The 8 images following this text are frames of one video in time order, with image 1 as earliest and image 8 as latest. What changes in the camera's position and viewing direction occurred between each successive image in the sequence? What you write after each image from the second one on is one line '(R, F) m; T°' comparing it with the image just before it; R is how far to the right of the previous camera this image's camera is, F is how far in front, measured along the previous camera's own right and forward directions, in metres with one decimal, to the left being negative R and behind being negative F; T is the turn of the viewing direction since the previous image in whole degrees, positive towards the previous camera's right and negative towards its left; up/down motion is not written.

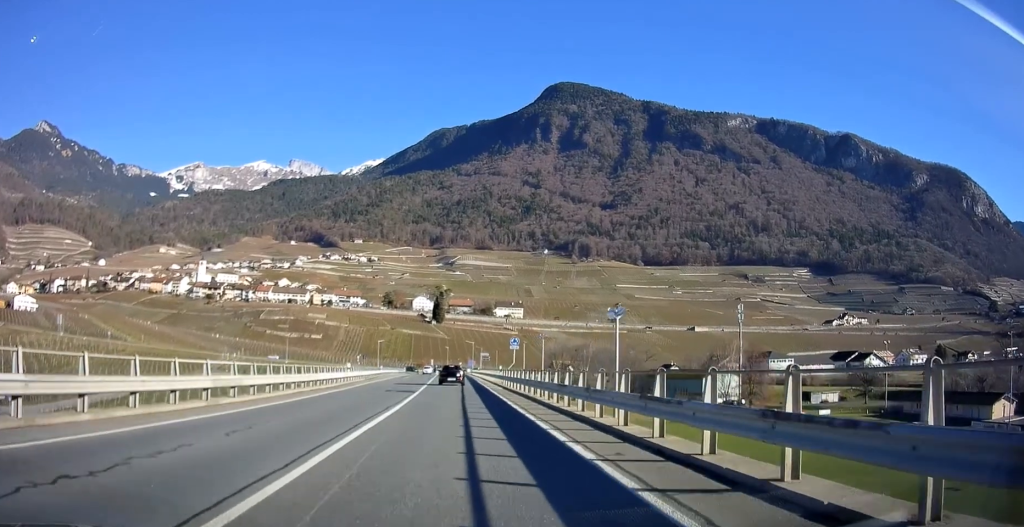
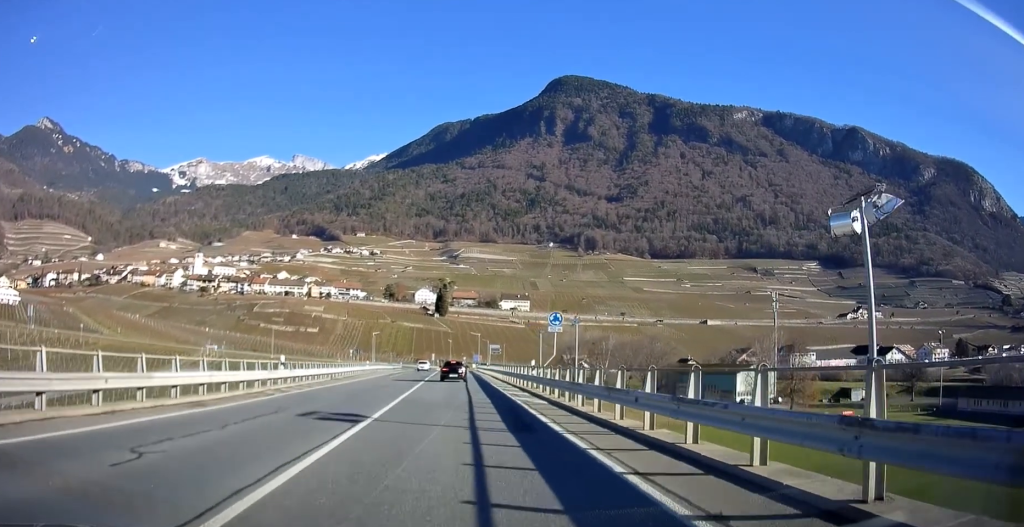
(-0.1, +17.2) m; 0°
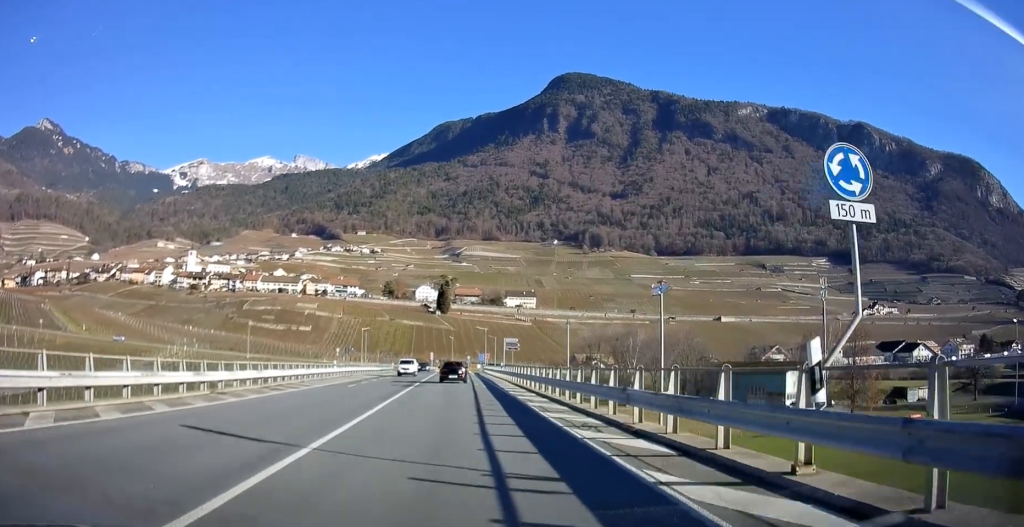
(0.0, +20.6) m; 0°
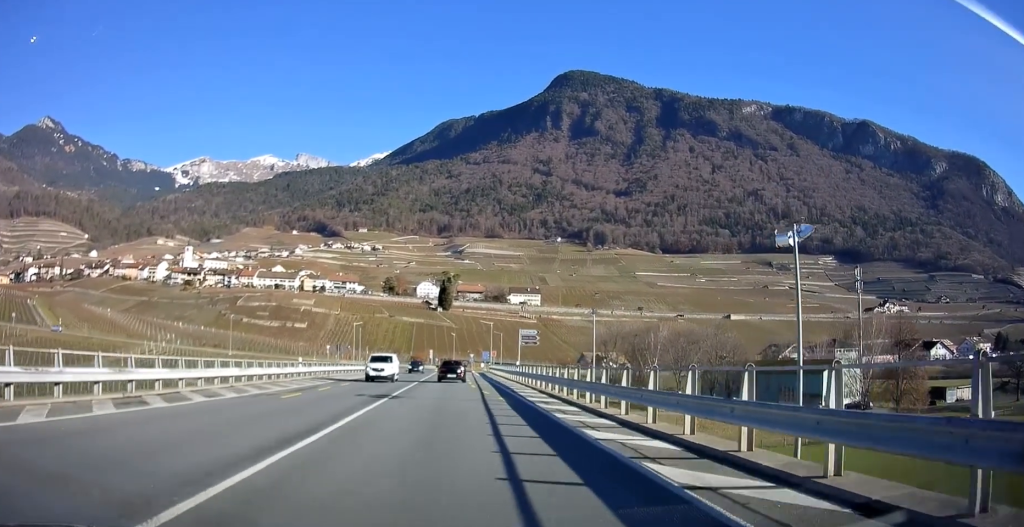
(0.0, +12.5) m; 0°
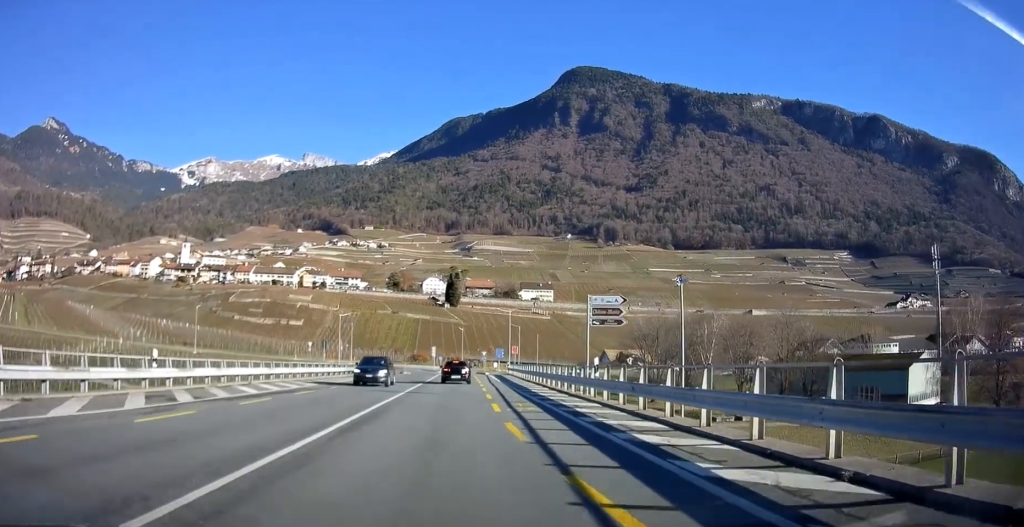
(-0.2, +21.3) m; -1°
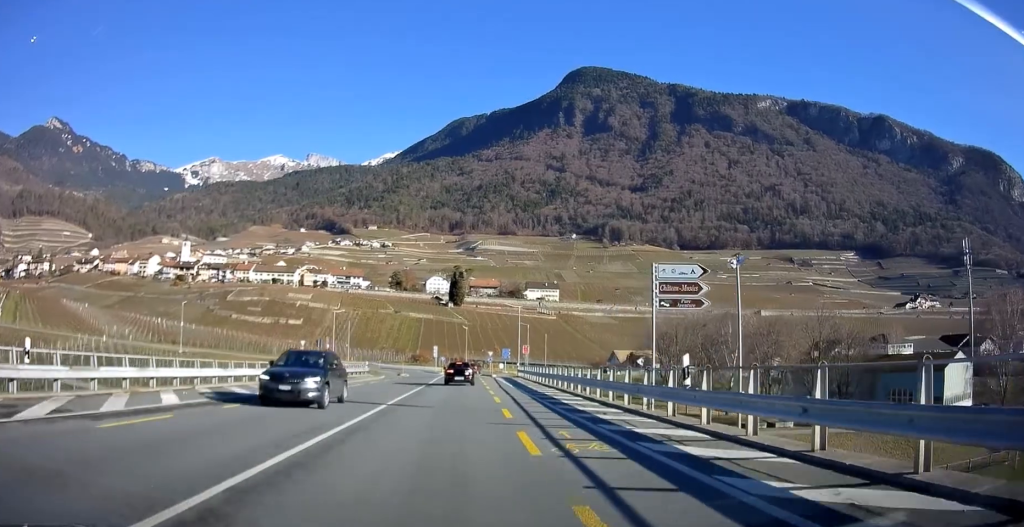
(0.0, +7.1) m; 0°
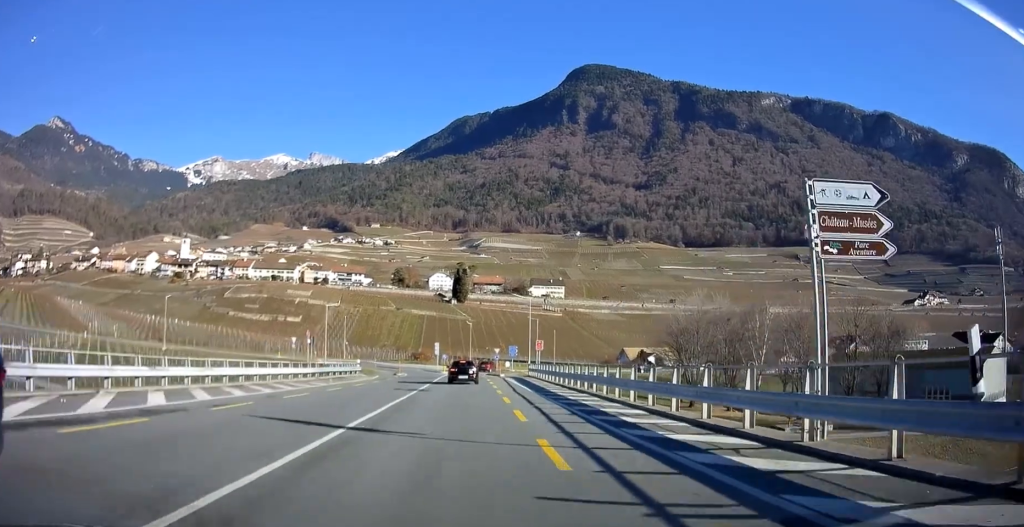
(0.0, +7.1) m; 0°
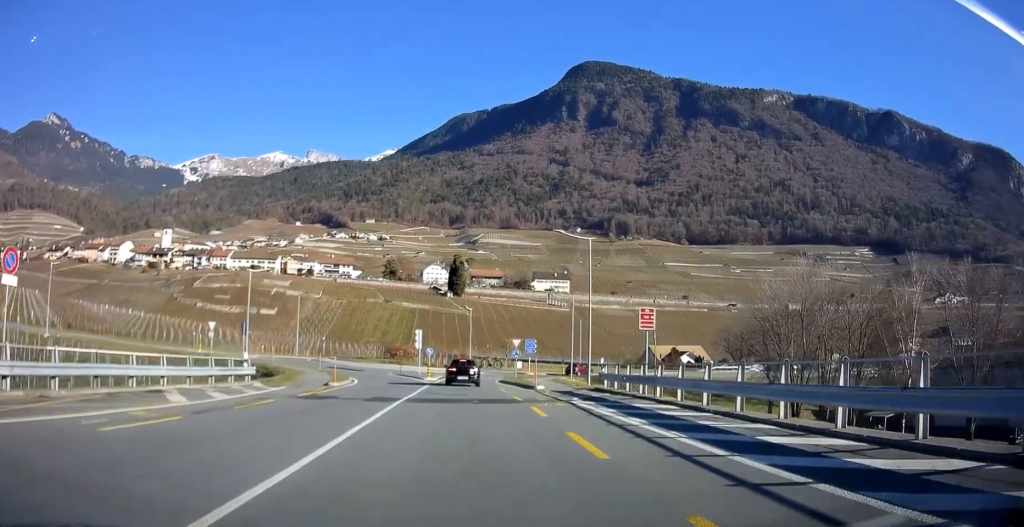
(0.0, +29.1) m; 0°
